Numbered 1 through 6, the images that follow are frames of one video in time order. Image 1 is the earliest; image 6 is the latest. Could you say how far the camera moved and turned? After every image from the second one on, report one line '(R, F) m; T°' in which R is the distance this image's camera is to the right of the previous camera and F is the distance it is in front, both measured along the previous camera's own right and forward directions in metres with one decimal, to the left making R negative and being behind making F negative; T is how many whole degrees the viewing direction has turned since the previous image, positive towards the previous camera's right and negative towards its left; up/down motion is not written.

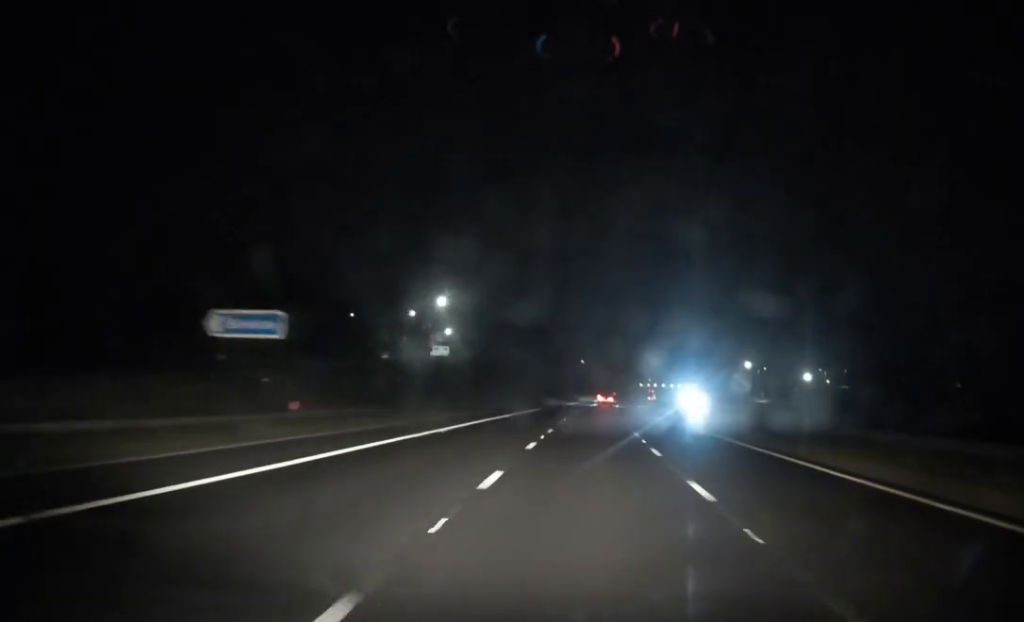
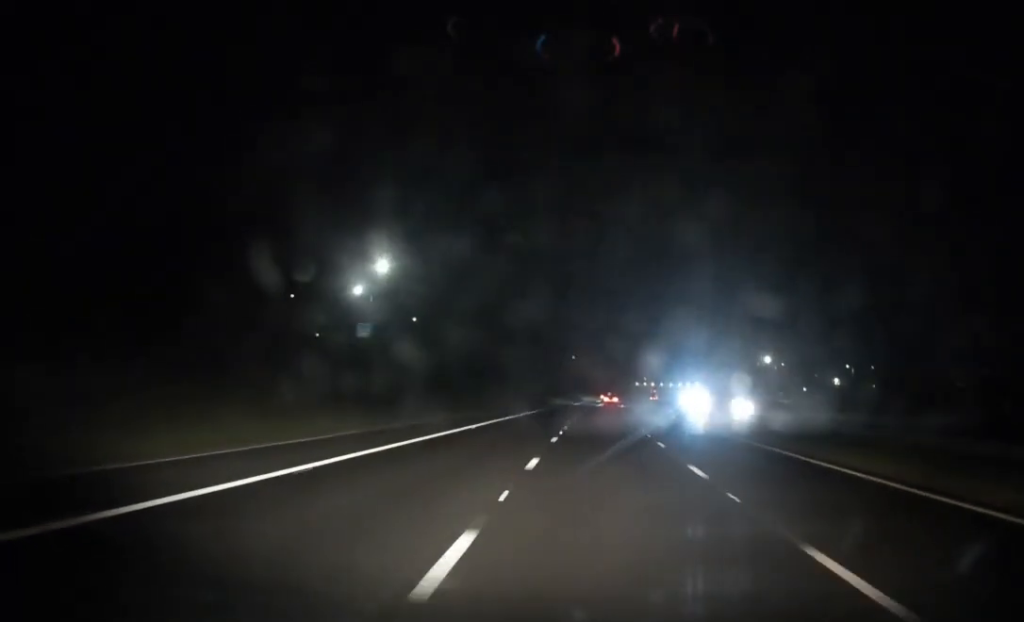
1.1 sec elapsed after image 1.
(+0.3, +33.2) m; +1°
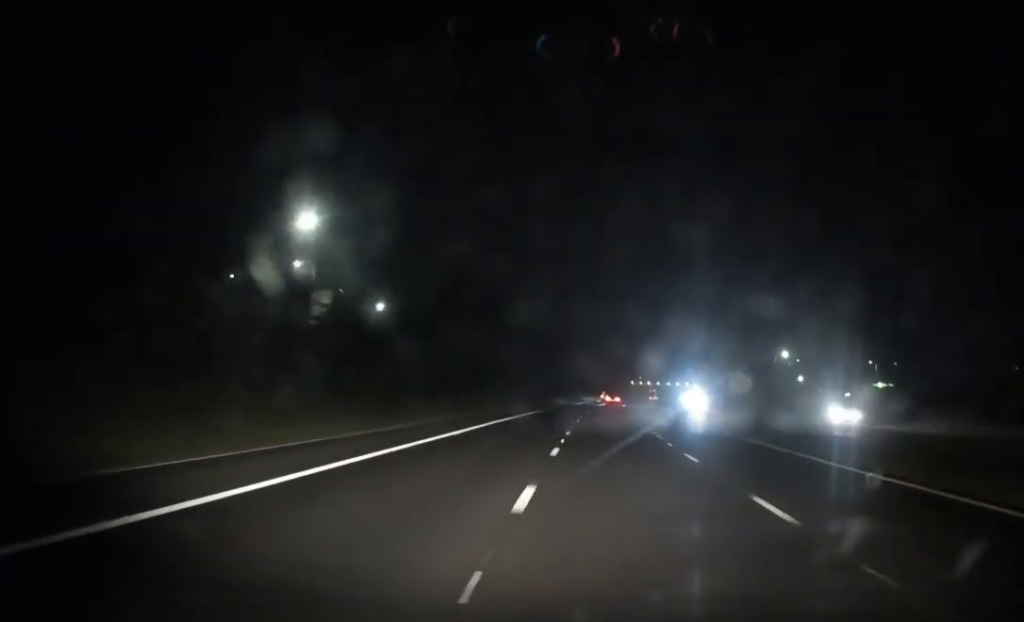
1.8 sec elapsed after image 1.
(+0.1, +23.8) m; +1°
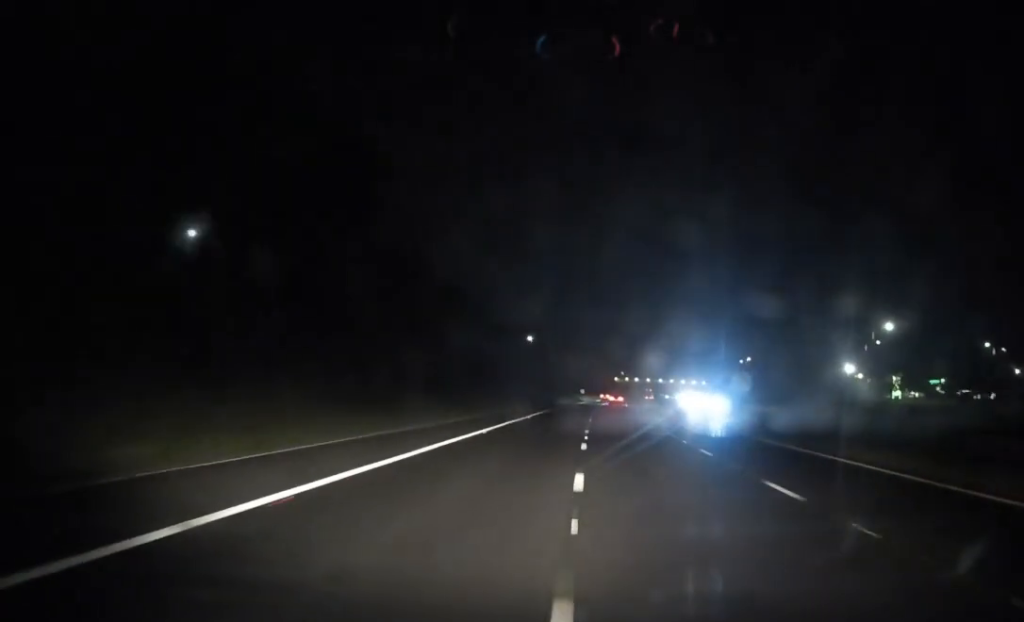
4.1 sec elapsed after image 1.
(+1.3, +70.4) m; +2°
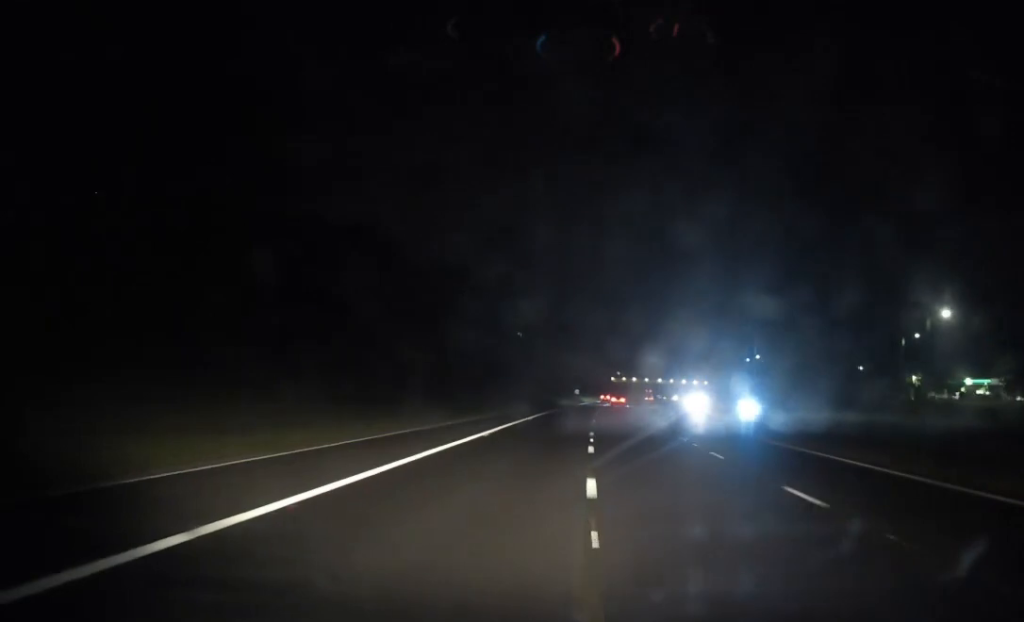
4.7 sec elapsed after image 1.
(+0.1, +18.6) m; 0°
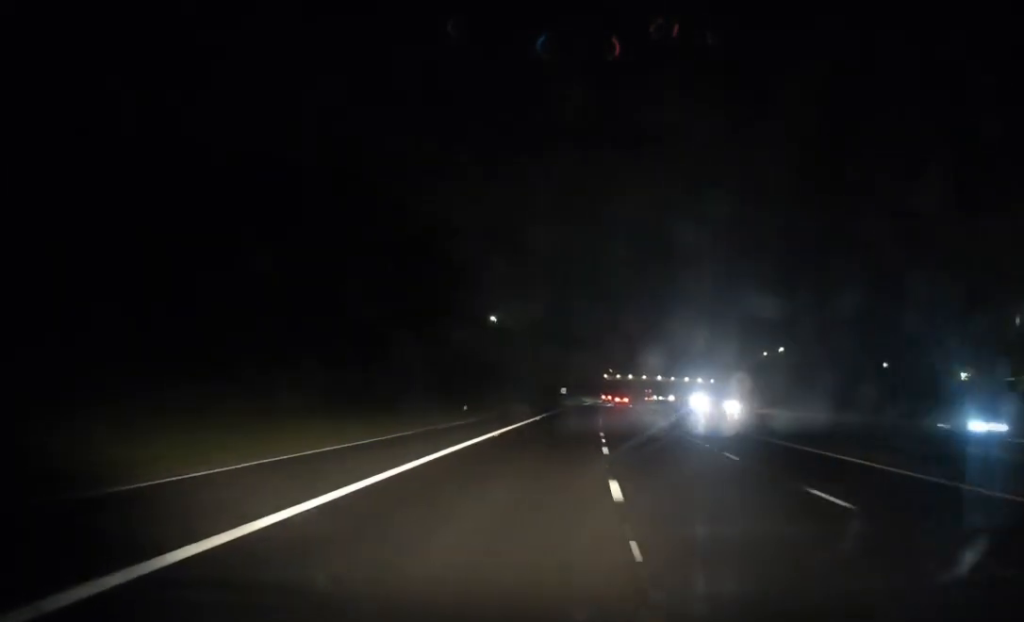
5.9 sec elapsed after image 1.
(+0.2, +36.1) m; +1°
